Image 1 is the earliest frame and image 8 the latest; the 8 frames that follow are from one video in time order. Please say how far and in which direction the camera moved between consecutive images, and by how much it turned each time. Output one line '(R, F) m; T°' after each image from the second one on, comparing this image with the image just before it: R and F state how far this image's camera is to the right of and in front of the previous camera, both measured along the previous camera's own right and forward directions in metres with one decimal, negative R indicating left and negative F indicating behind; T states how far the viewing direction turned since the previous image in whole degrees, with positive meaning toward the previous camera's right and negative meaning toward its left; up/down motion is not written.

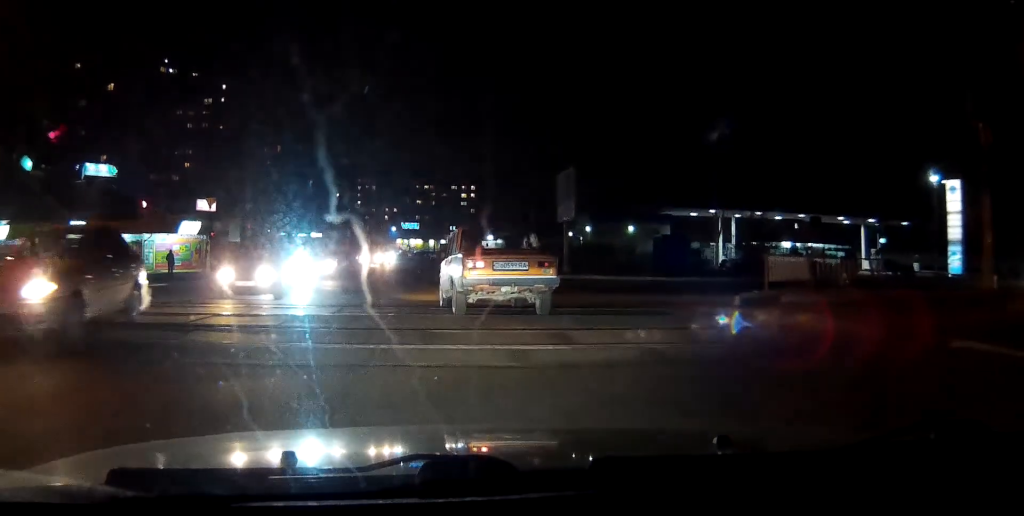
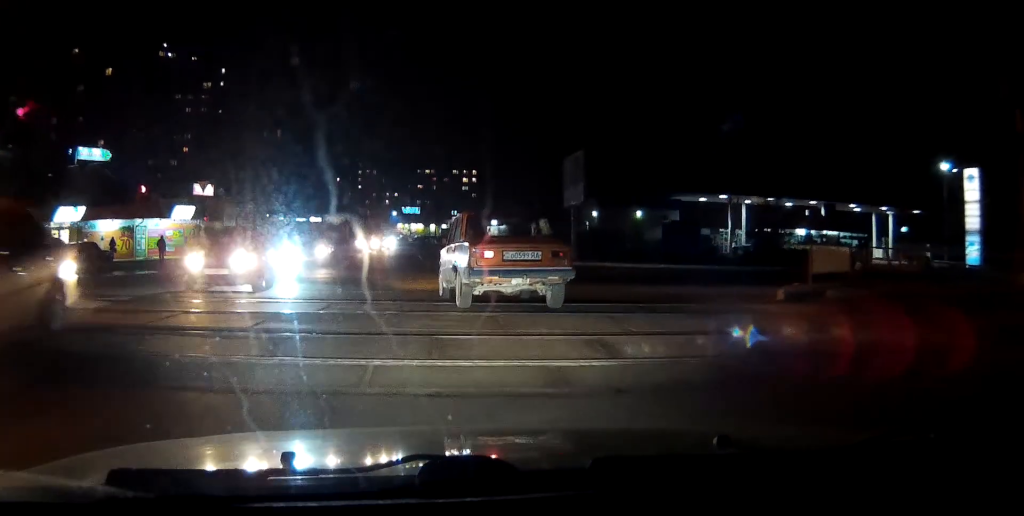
(0.0, +1.8) m; 0°
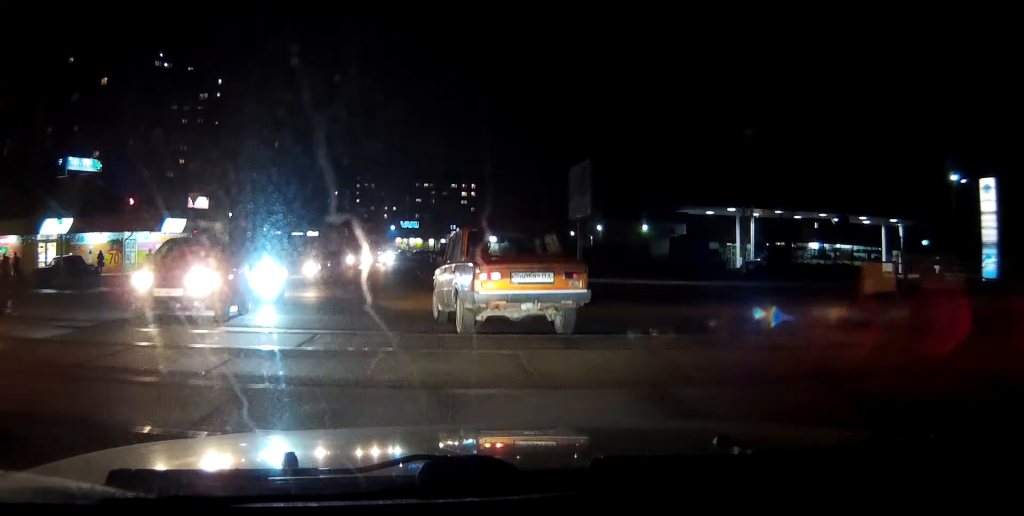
(-0.1, +1.9) m; 0°
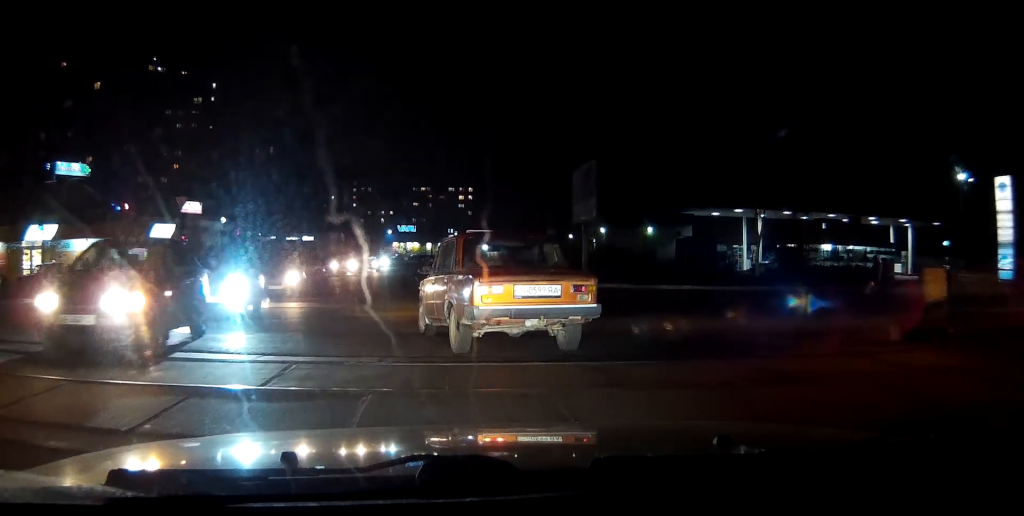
(0.0, +2.0) m; +1°
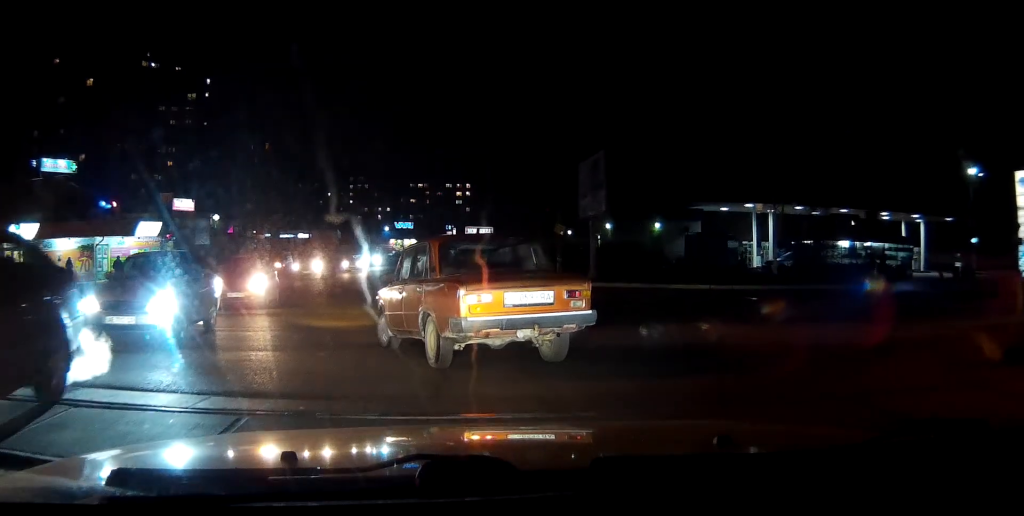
(+0.1, +2.6) m; +2°
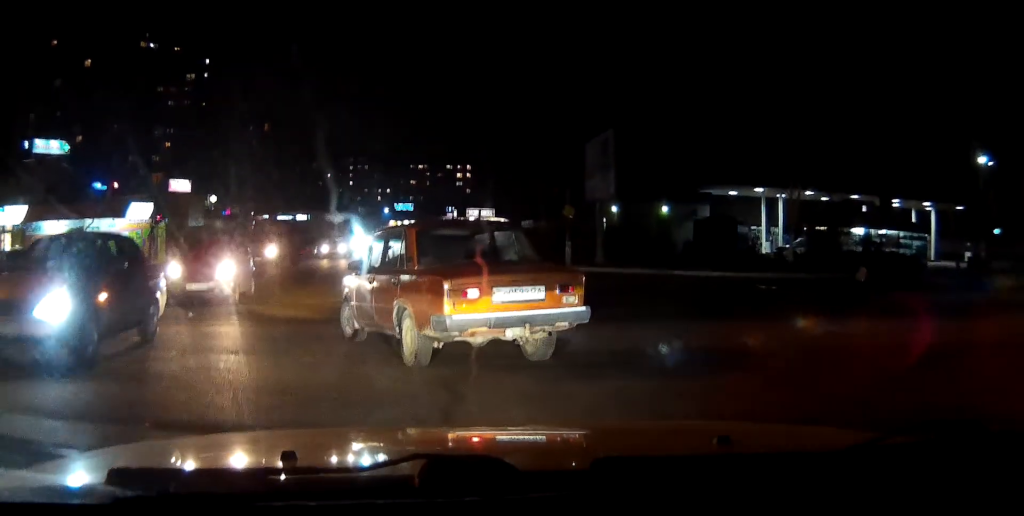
(0.0, +1.5) m; -1°
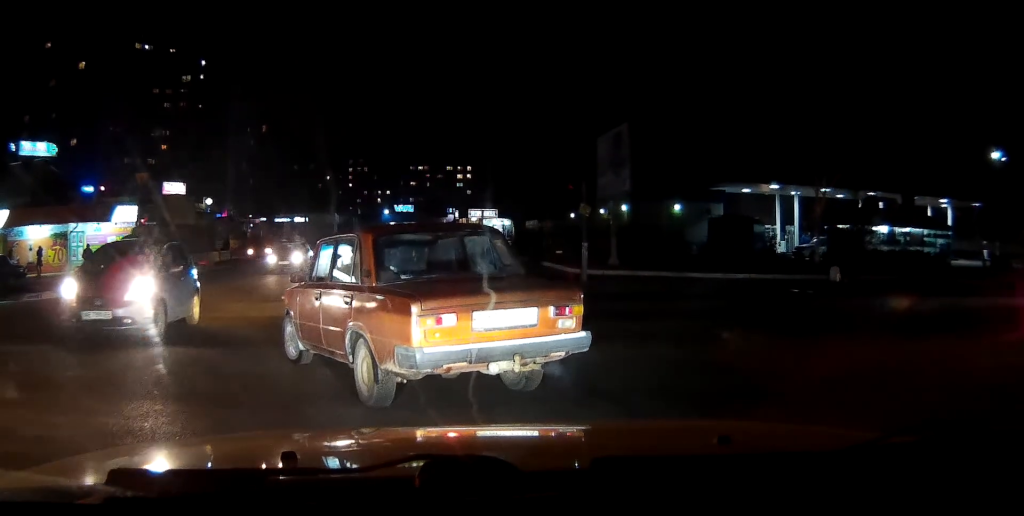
(0.0, +2.0) m; 0°
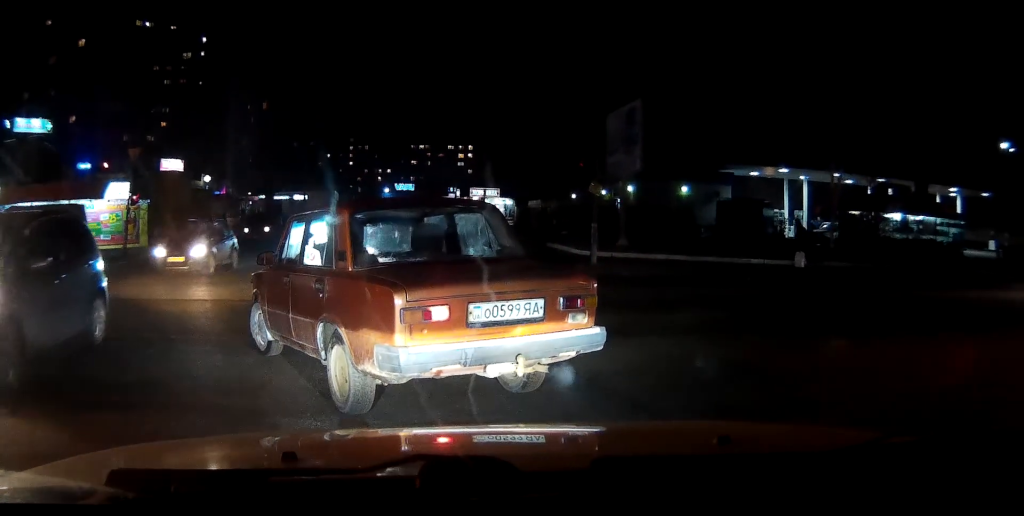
(+0.1, +1.0) m; 0°
